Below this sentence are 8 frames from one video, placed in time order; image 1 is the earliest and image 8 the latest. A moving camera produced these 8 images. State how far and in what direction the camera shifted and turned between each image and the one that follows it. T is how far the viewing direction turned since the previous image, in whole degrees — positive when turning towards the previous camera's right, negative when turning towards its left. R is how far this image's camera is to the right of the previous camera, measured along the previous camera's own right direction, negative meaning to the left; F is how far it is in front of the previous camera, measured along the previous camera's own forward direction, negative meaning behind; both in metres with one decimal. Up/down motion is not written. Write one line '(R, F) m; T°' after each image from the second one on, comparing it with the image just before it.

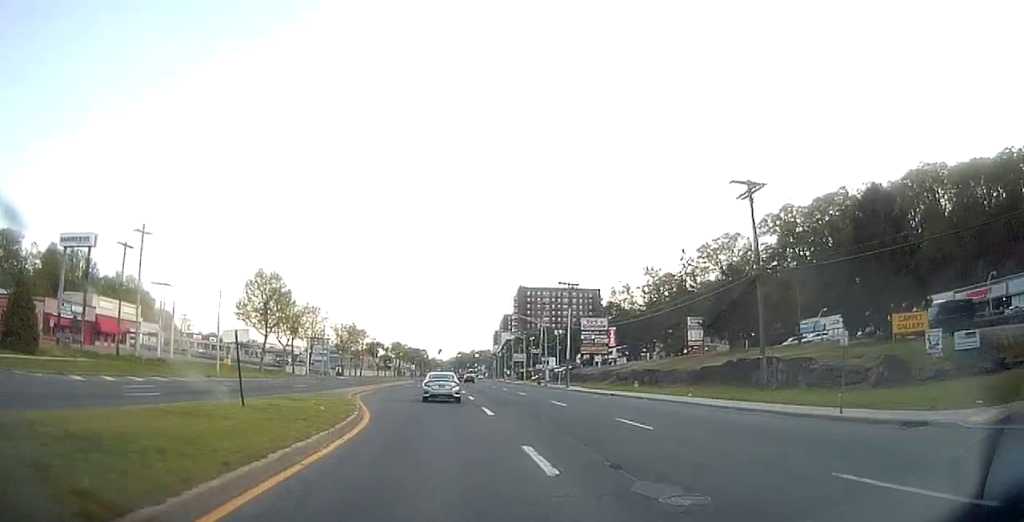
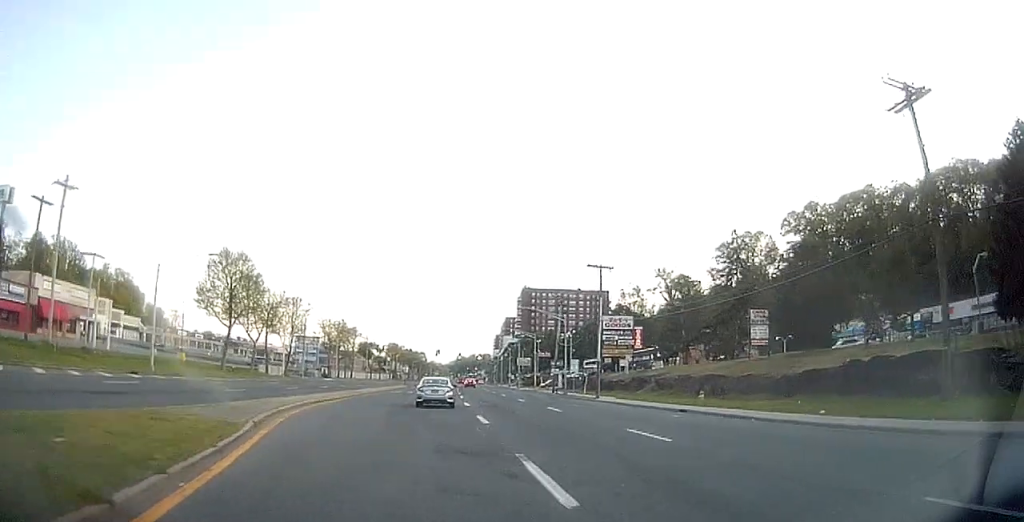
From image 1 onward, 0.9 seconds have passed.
(+0.2, +14.2) m; +1°
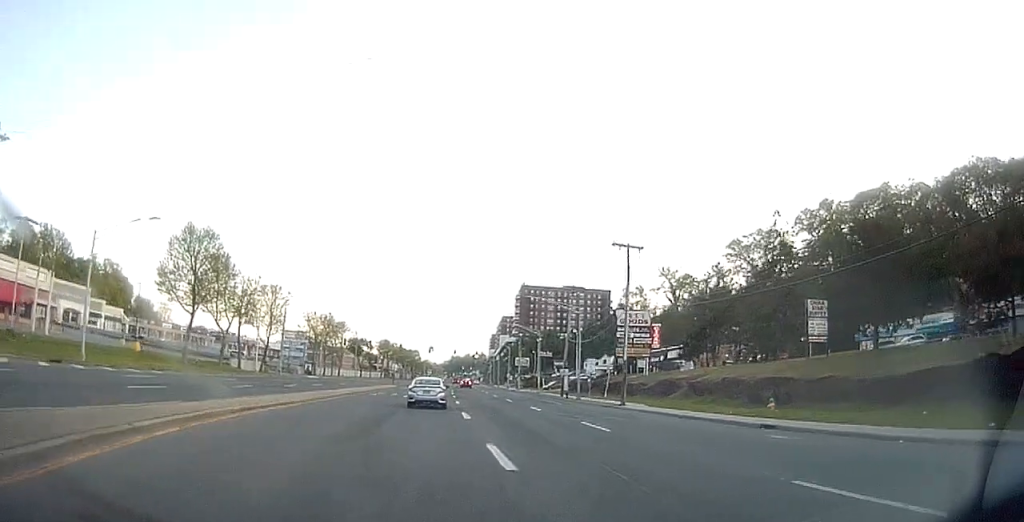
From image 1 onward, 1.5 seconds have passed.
(0.0, +9.5) m; 0°
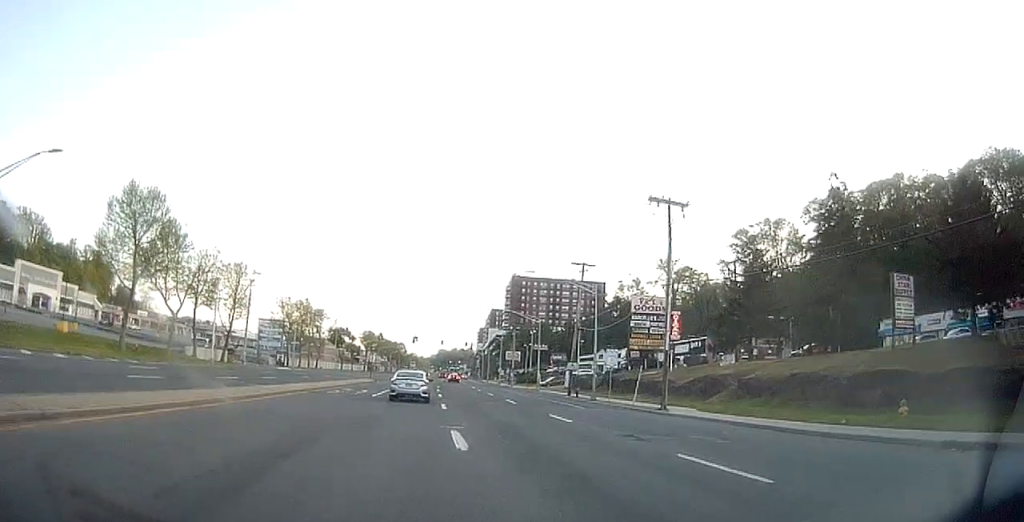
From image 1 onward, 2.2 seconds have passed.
(-0.1, +10.5) m; 0°
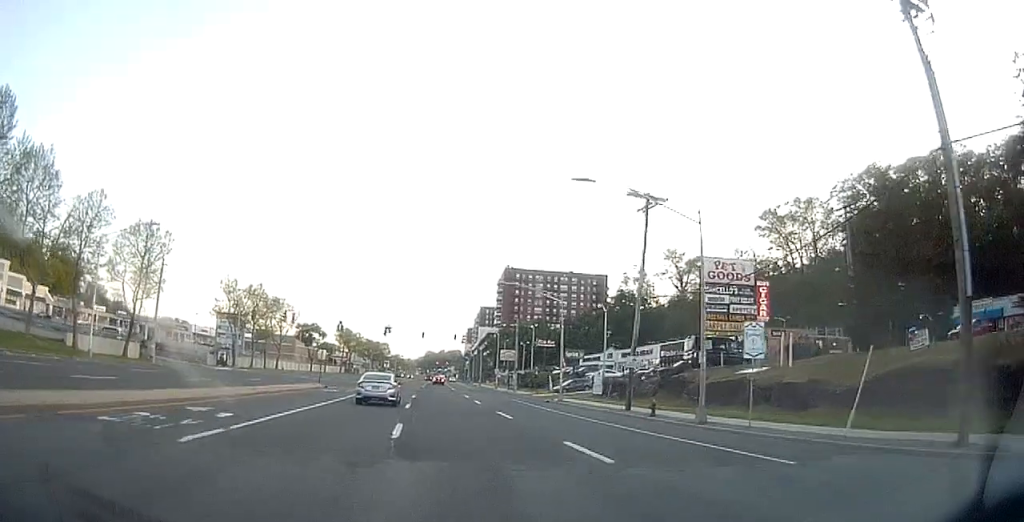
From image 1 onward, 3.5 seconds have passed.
(+0.4, +21.5) m; +1°
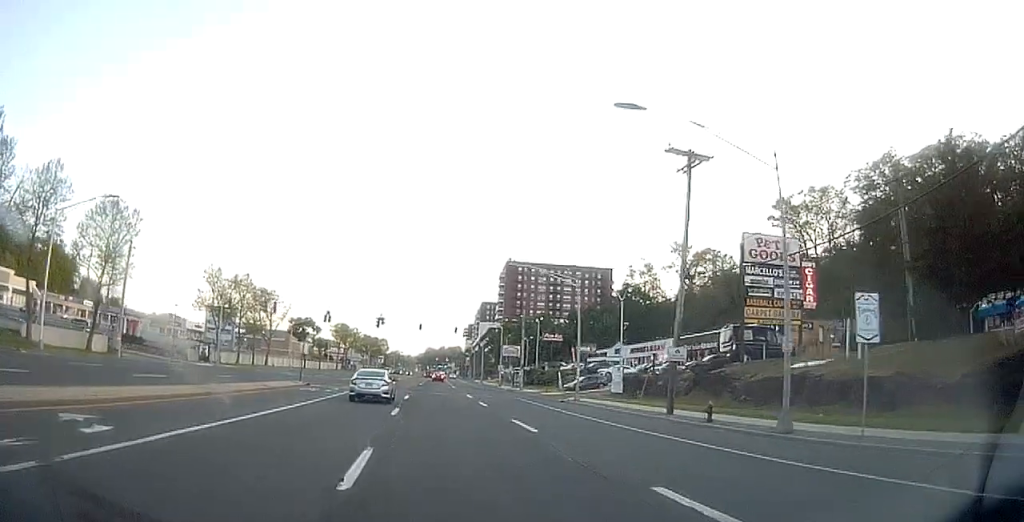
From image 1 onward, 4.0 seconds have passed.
(+0.1, +6.4) m; 0°
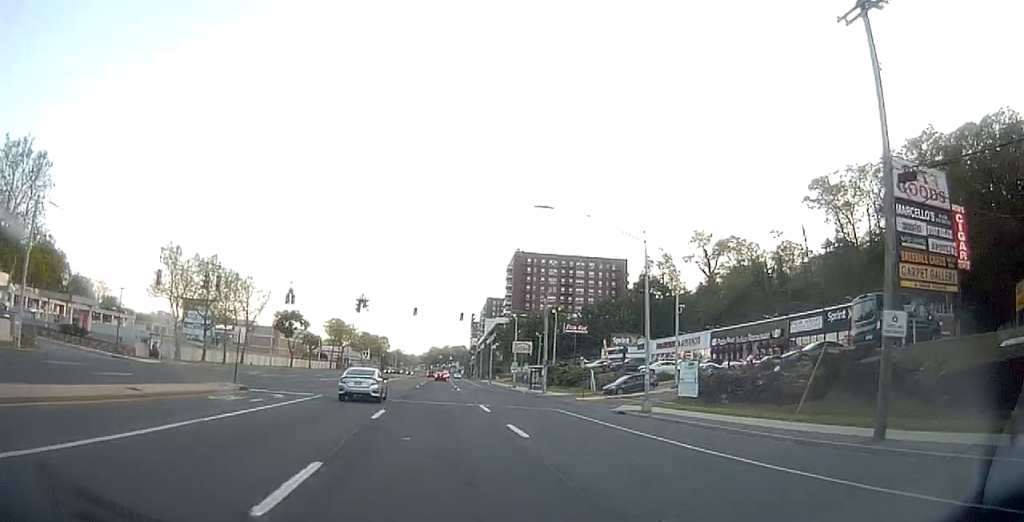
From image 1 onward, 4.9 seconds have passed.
(-0.1, +14.2) m; -1°
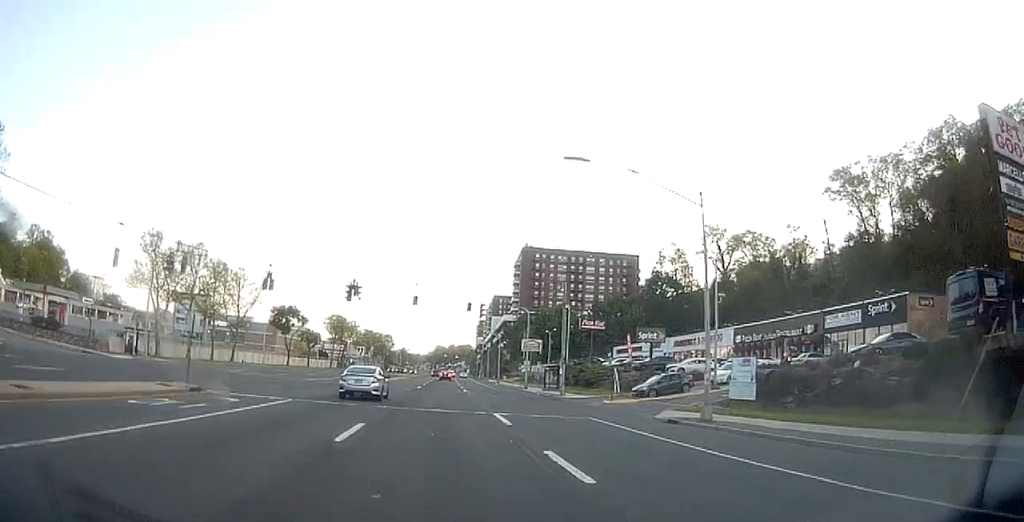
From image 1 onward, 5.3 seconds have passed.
(0.0, +6.2) m; 0°
